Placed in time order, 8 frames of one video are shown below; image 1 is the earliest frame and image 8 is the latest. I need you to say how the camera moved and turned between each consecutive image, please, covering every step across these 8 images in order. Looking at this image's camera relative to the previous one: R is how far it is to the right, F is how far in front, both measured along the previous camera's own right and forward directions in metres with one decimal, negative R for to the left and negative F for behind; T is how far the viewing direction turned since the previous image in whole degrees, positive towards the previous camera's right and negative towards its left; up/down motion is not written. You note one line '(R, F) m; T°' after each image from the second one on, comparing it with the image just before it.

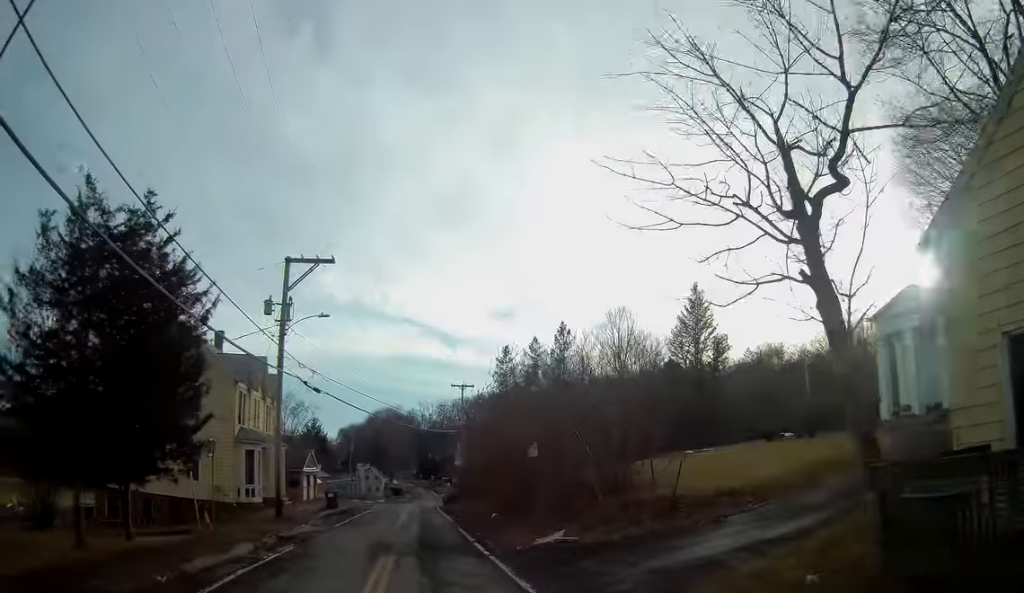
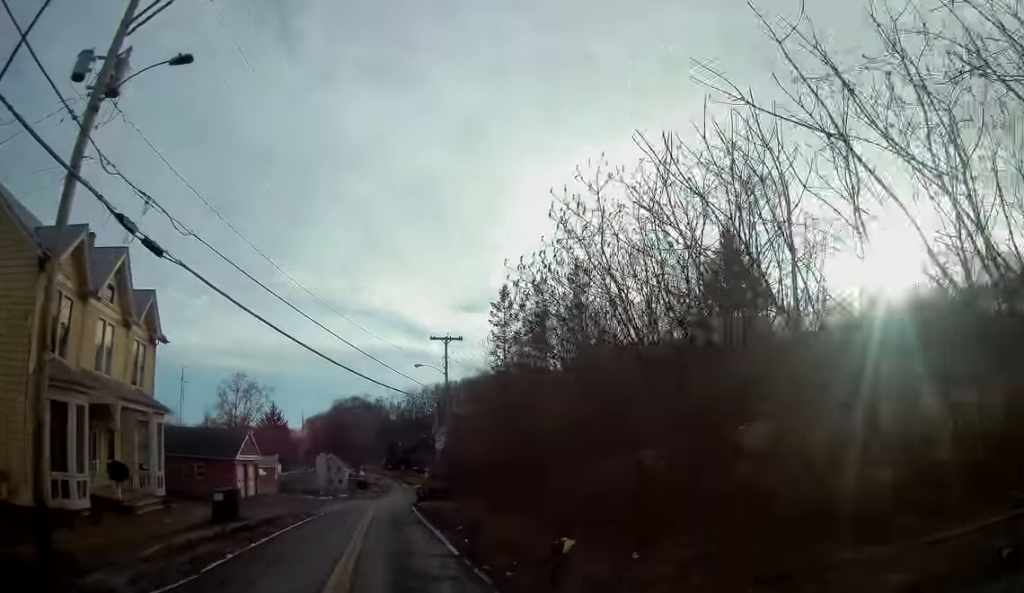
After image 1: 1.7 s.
(+0.5, +18.8) m; +1°
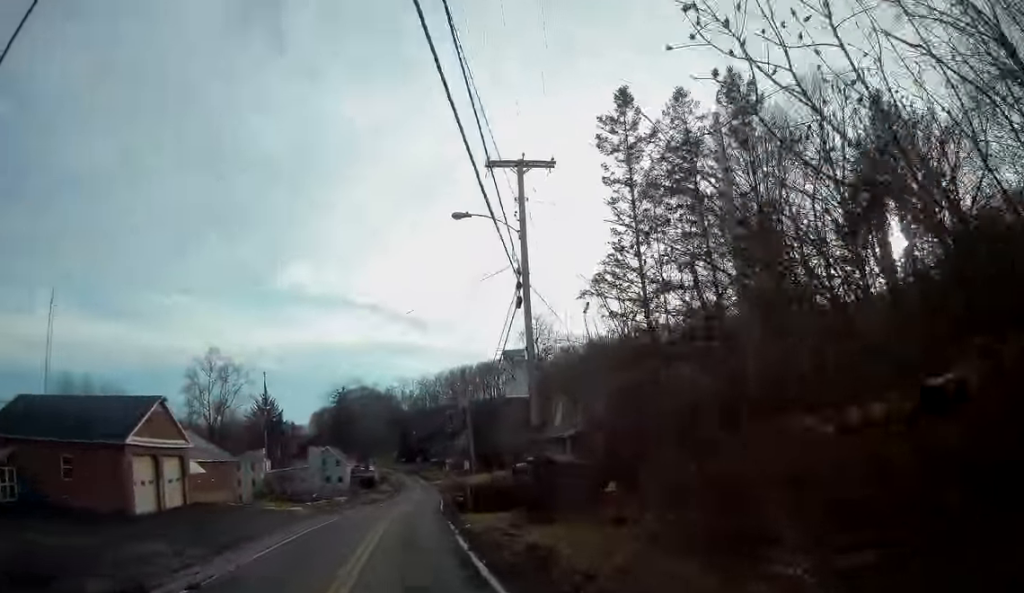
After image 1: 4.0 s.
(0.0, +26.8) m; 0°
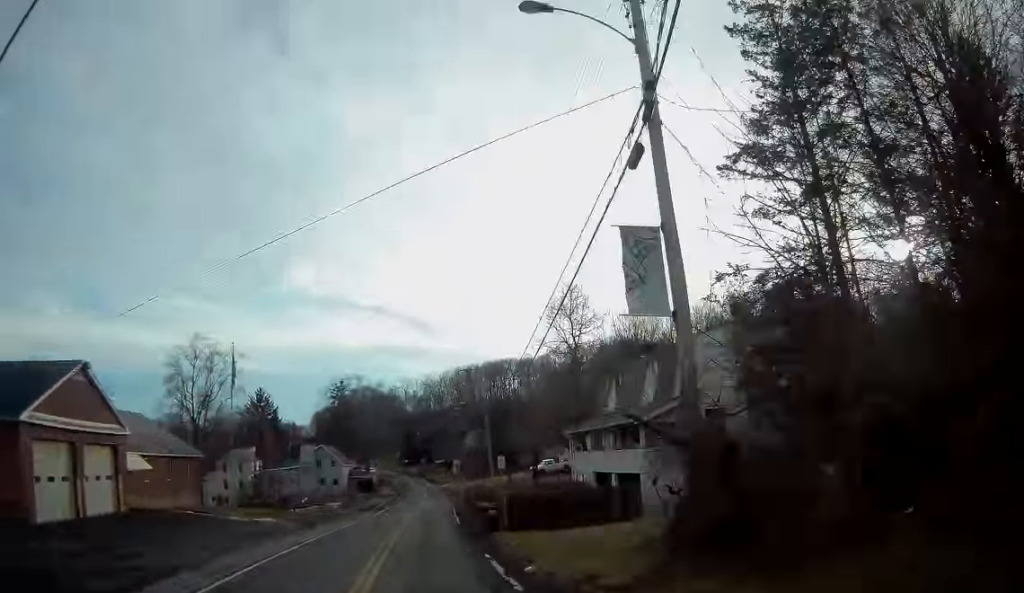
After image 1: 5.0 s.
(-0.2, +10.7) m; 0°
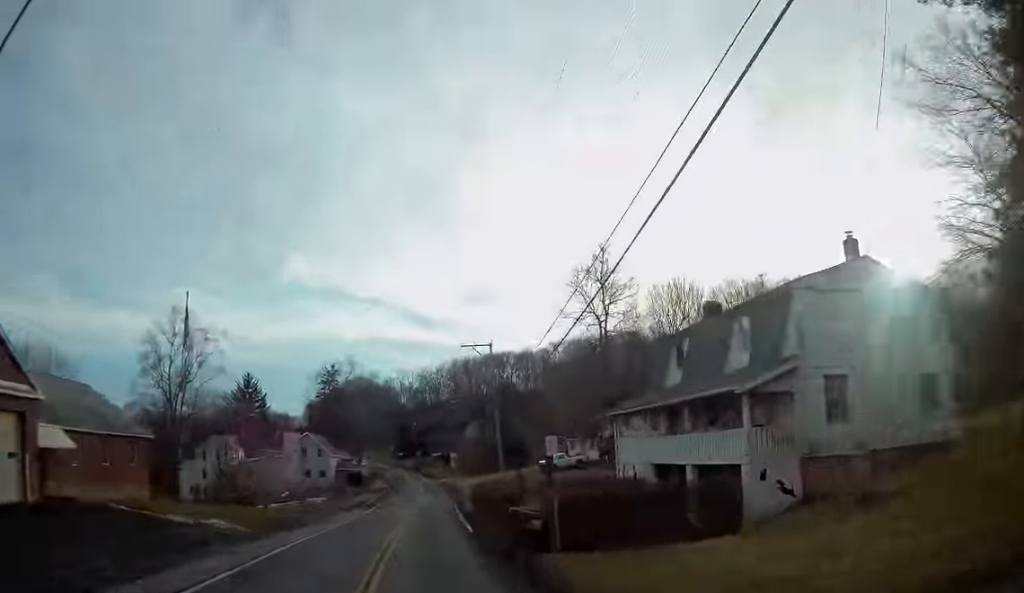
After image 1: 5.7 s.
(+0.2, +8.5) m; +1°
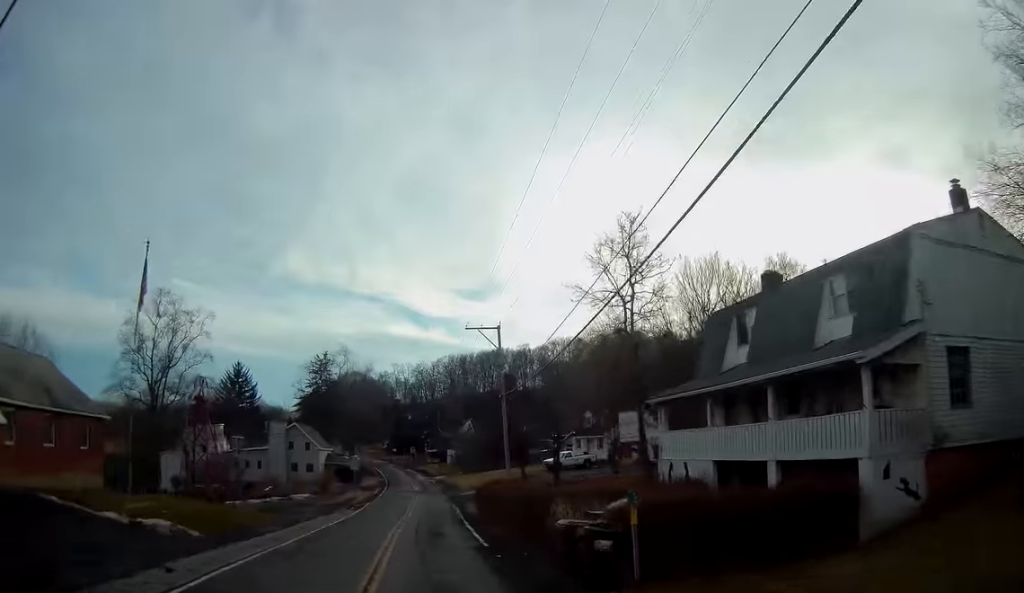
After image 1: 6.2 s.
(0.0, +5.5) m; 0°
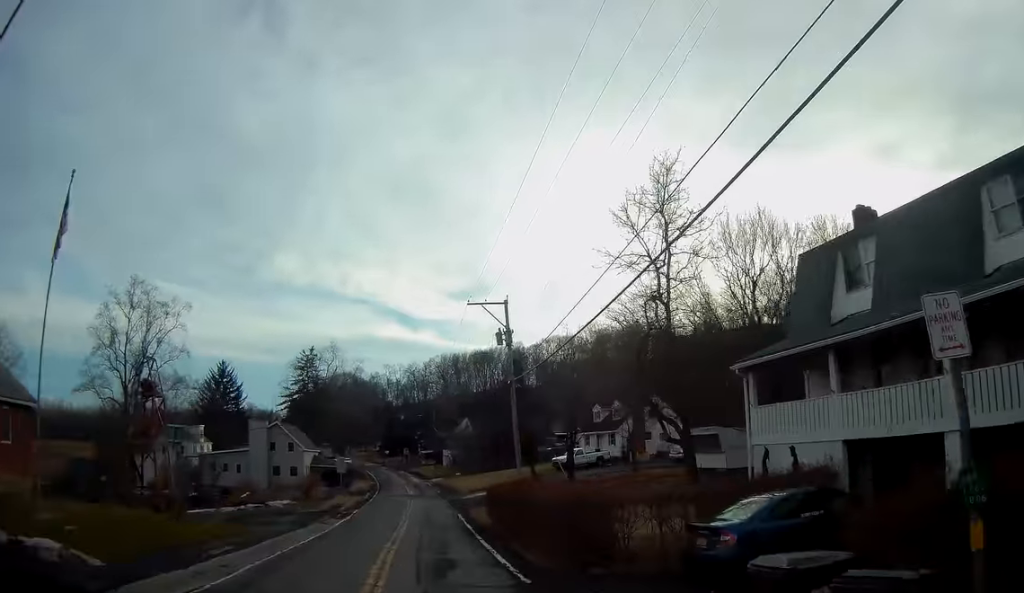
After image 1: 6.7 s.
(0.0, +6.7) m; 0°
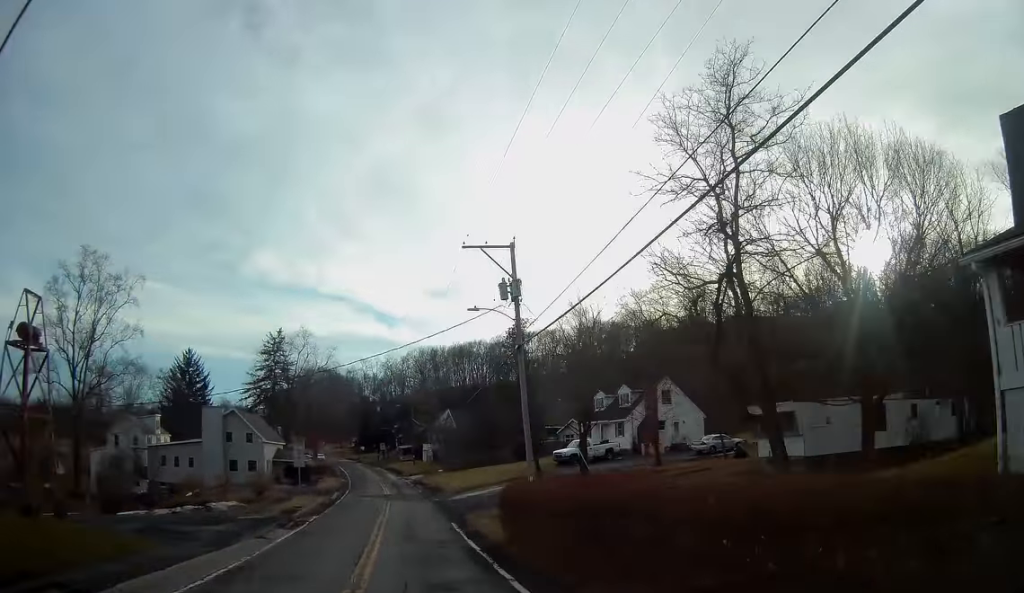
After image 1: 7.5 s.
(0.0, +9.0) m; 0°
